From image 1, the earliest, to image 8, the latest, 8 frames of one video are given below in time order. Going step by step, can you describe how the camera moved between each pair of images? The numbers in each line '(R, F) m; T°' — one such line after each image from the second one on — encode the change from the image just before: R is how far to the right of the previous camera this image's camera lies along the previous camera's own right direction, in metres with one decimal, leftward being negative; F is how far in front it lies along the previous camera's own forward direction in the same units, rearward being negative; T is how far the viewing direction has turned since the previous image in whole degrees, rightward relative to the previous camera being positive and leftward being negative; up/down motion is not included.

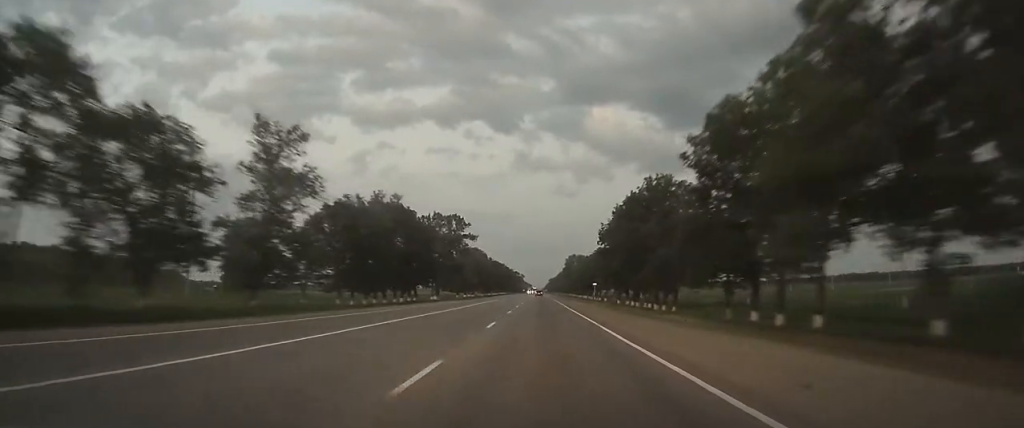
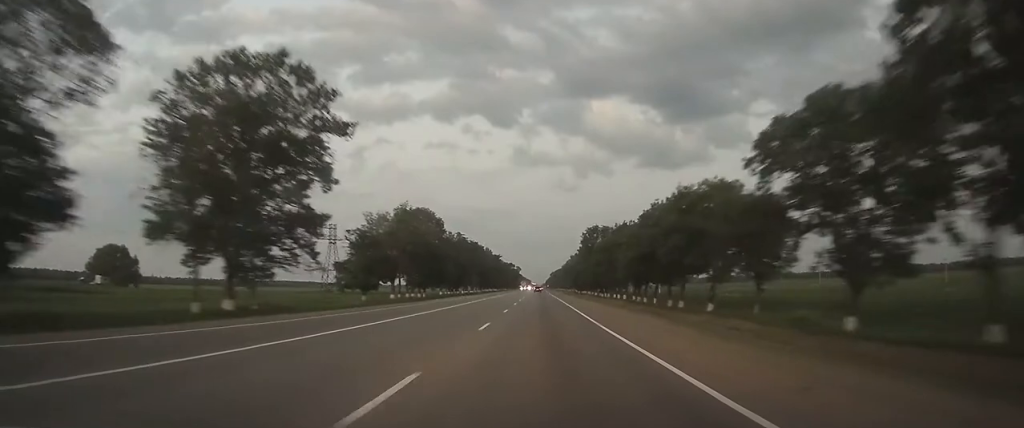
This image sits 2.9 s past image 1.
(+0.1, +85.6) m; 0°
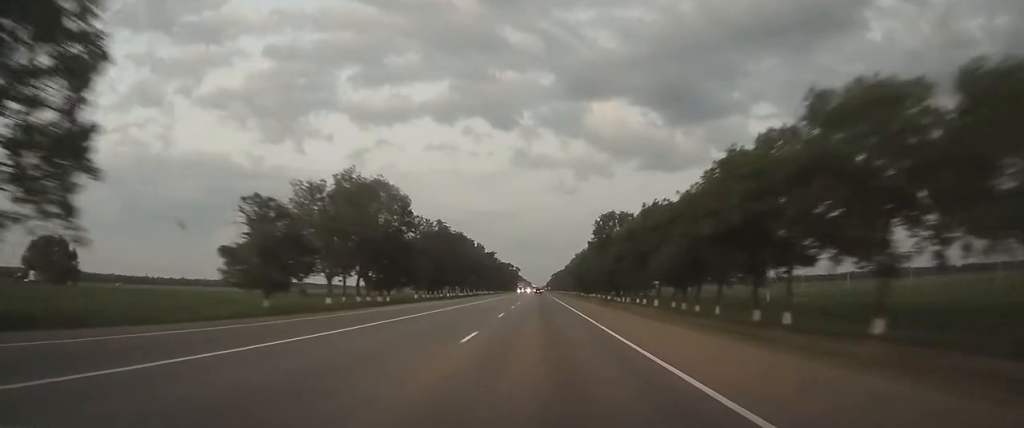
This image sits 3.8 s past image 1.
(0.0, +27.8) m; 0°
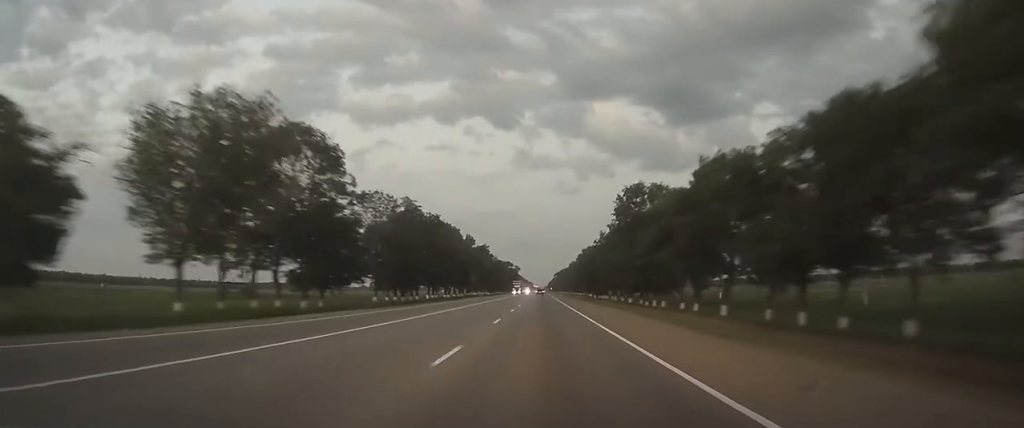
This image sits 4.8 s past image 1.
(0.0, +27.9) m; 0°
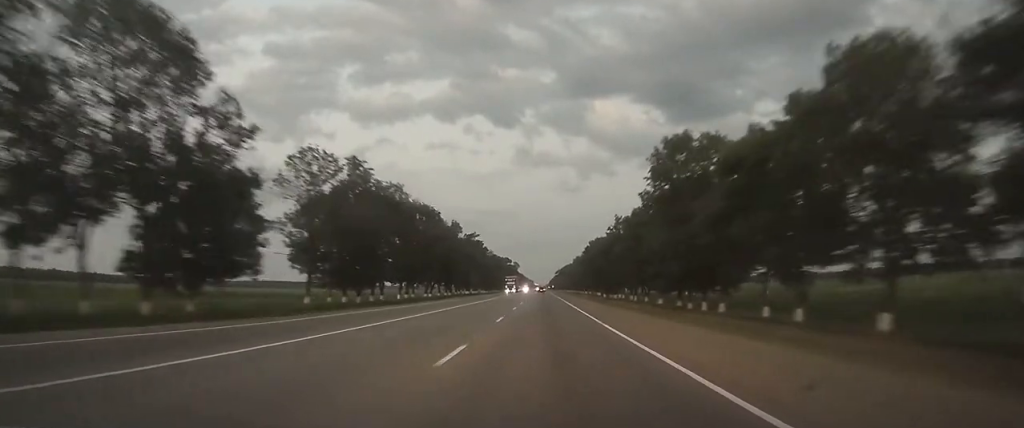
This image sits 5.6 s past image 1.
(0.0, +24.0) m; 0°
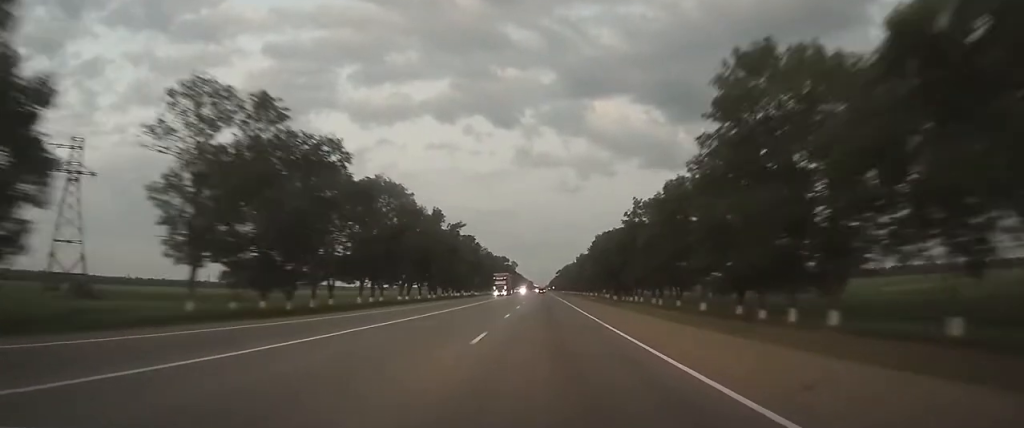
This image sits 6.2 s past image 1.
(0.0, +20.0) m; 0°
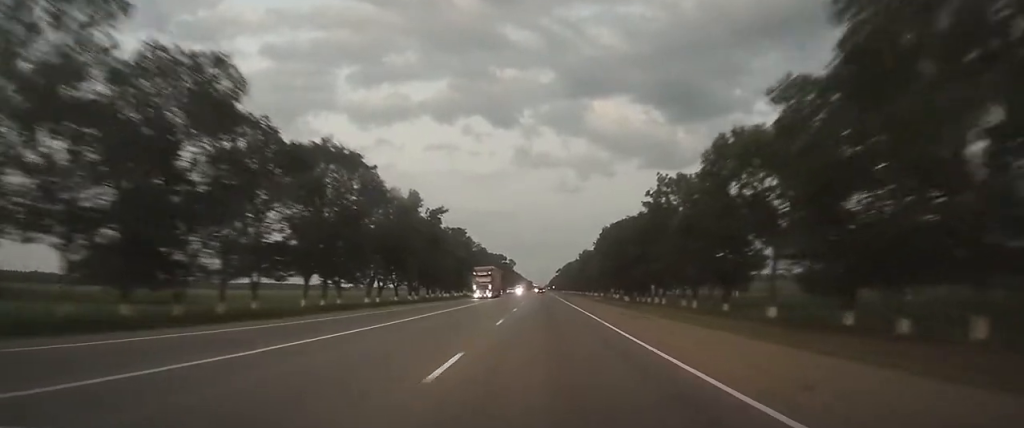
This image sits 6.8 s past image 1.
(0.0, +17.1) m; 0°
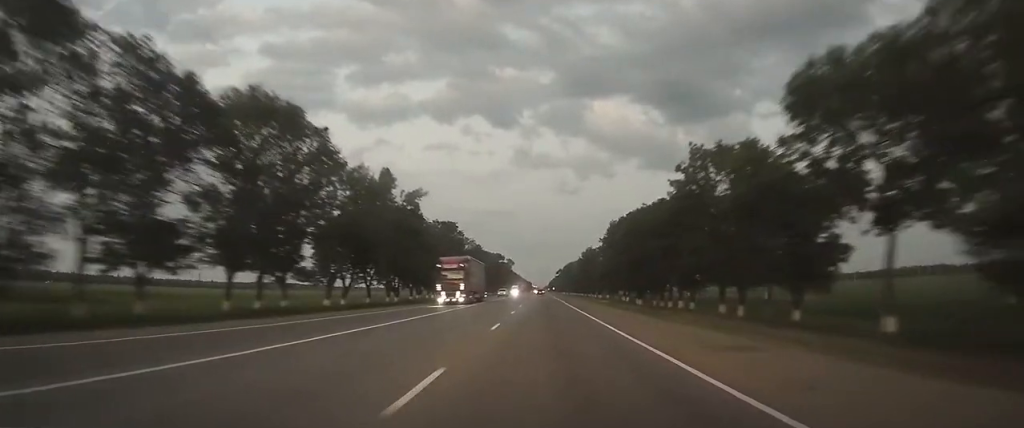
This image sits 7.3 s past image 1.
(0.0, +14.1) m; 0°
